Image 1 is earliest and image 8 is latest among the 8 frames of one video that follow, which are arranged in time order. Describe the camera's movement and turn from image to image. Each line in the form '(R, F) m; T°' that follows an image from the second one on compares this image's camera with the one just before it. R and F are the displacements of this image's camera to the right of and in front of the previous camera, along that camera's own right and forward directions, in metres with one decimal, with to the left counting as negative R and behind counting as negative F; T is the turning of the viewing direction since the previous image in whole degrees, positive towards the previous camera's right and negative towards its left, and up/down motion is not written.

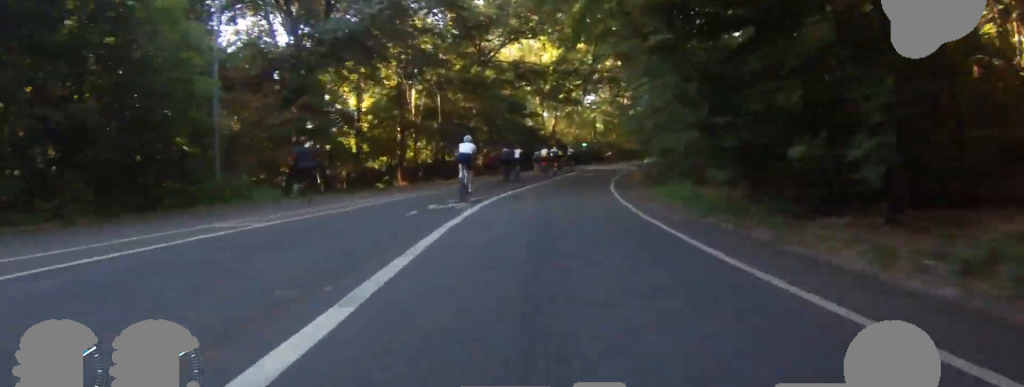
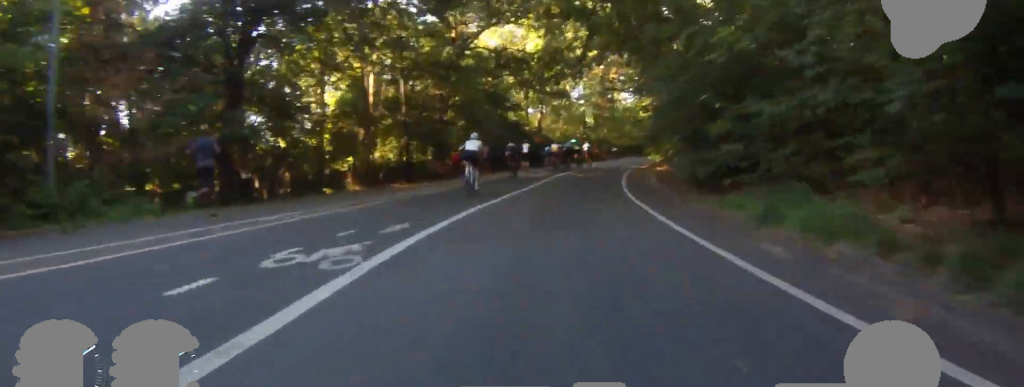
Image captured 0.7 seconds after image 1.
(+0.1, +7.1) m; +1°
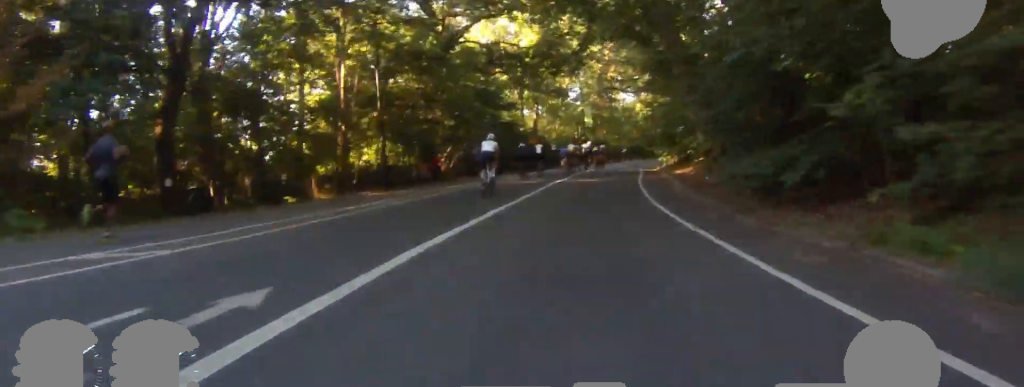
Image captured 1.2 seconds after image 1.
(0.0, +4.5) m; 0°
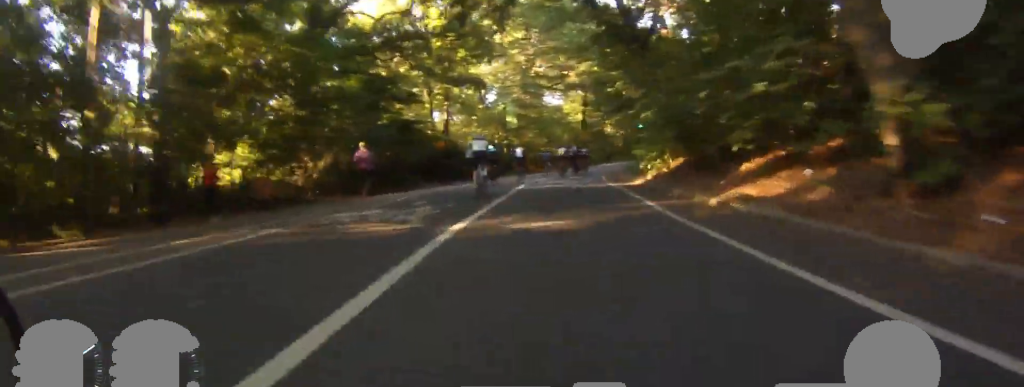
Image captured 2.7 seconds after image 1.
(0.0, +13.9) m; 0°
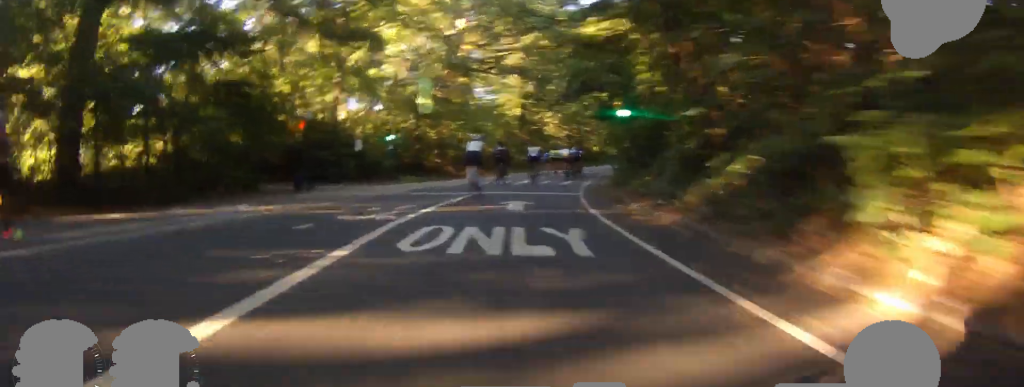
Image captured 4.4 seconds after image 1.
(0.0, +16.3) m; 0°
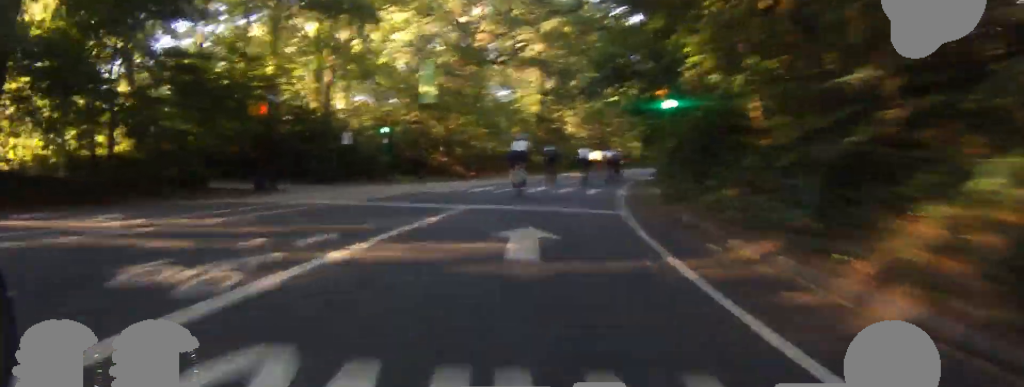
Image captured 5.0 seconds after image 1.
(0.0, +5.6) m; 0°
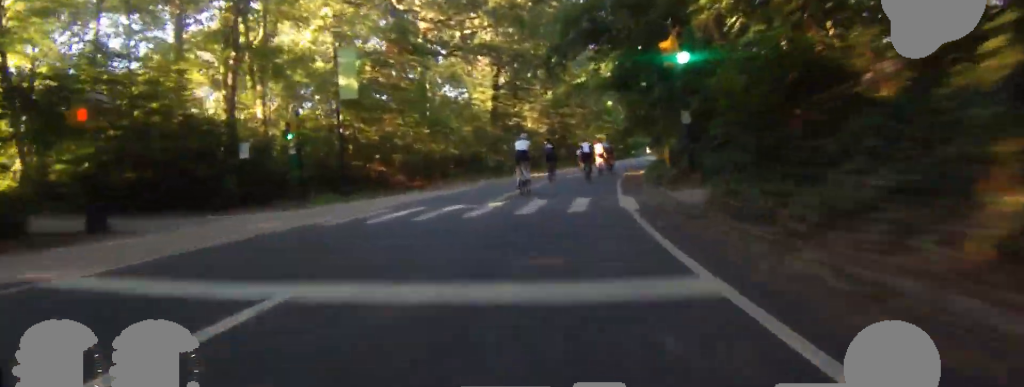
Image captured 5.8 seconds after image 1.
(0.0, +7.5) m; 0°
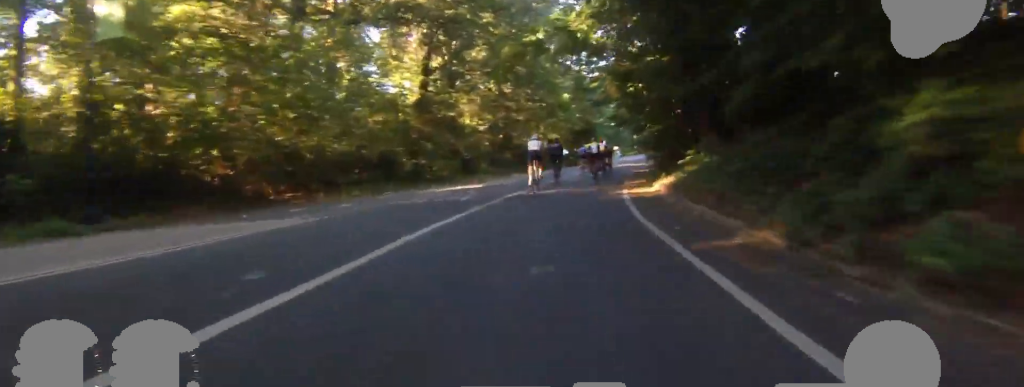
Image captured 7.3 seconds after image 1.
(0.0, +13.8) m; 0°
